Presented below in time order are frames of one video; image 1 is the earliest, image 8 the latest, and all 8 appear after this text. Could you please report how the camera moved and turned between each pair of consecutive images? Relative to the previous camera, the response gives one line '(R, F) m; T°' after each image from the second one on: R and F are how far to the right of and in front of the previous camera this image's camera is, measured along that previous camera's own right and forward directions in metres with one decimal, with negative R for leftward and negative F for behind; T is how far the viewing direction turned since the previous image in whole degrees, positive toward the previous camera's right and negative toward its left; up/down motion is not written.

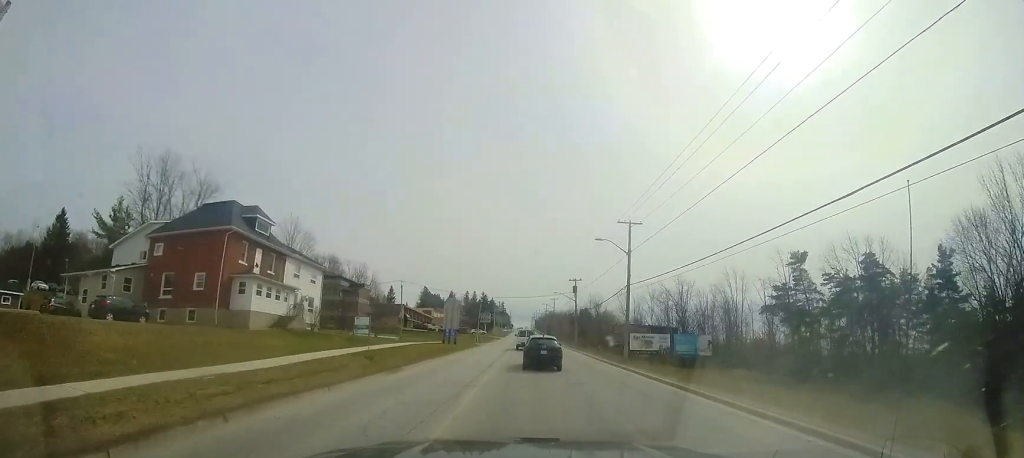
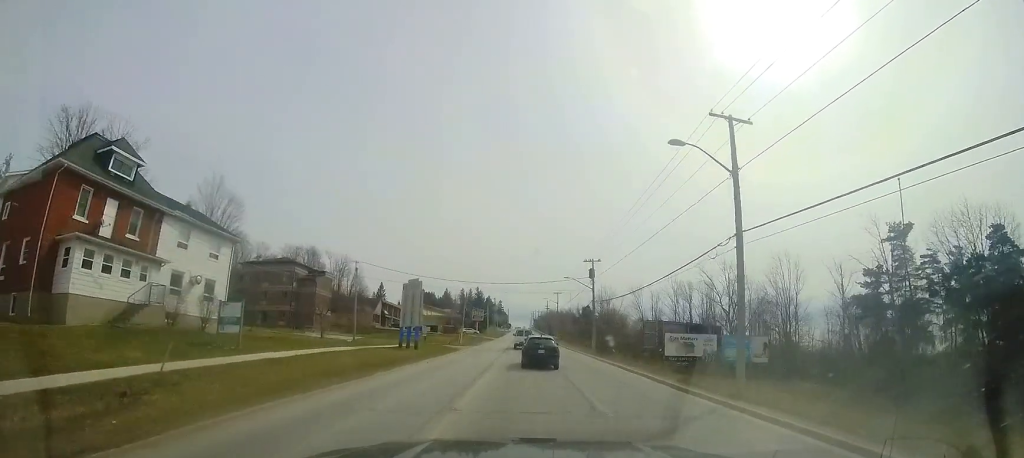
(-0.1, +14.7) m; 0°
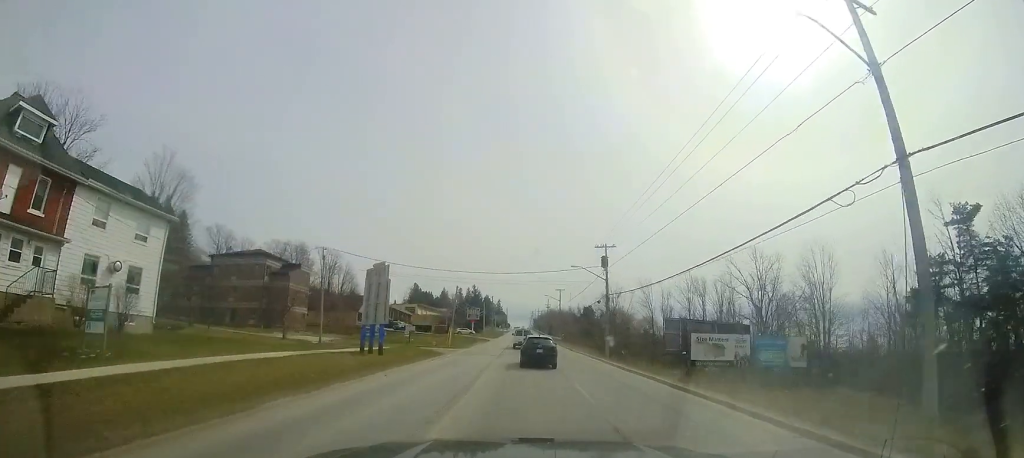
(-0.1, +6.8) m; +1°
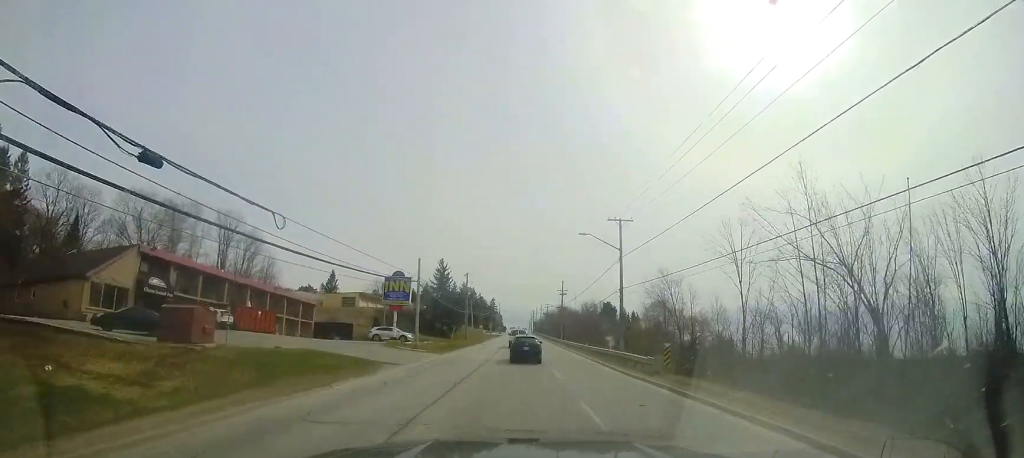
(+1.2, +49.4) m; 0°
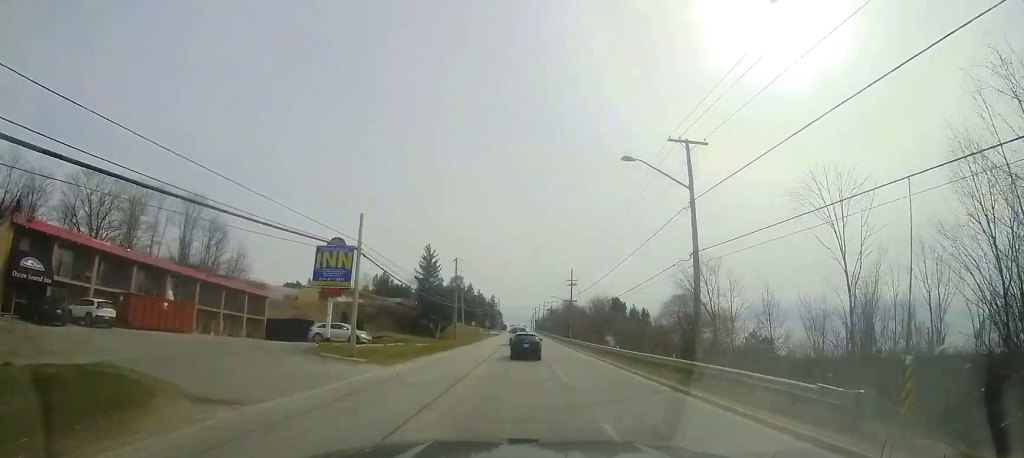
(-0.2, +12.1) m; -1°
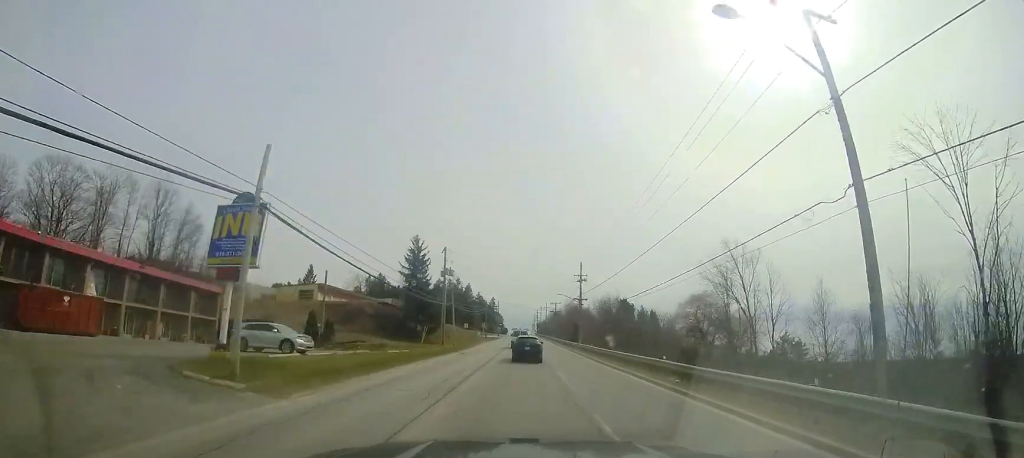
(-0.1, +8.7) m; 0°
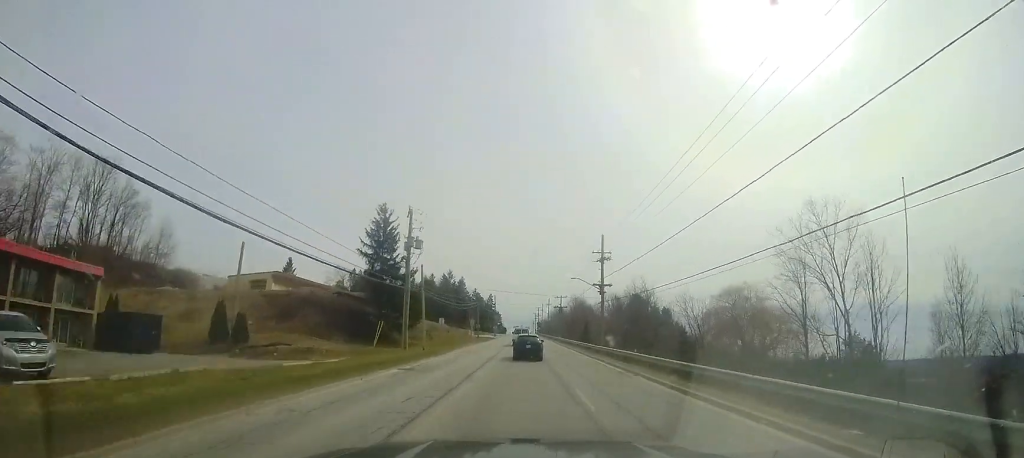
(-0.1, +14.5) m; +1°
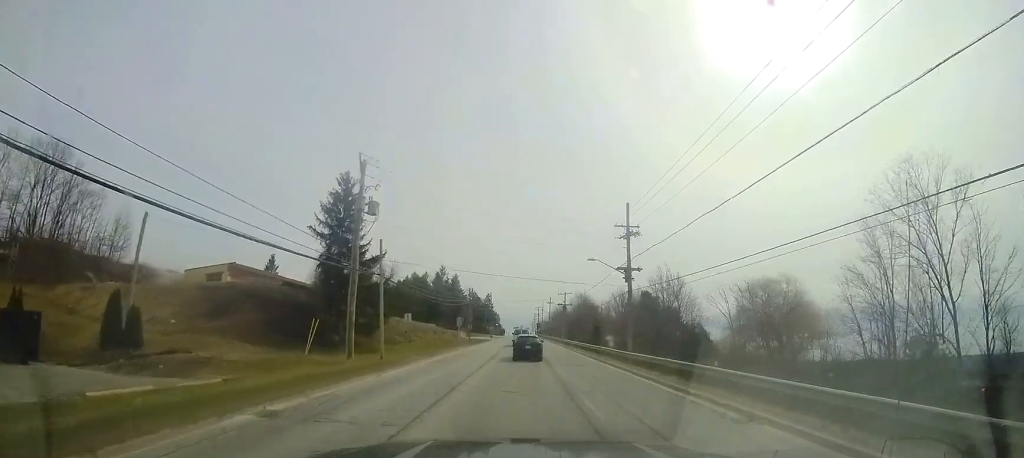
(+0.3, +9.9) m; +1°
